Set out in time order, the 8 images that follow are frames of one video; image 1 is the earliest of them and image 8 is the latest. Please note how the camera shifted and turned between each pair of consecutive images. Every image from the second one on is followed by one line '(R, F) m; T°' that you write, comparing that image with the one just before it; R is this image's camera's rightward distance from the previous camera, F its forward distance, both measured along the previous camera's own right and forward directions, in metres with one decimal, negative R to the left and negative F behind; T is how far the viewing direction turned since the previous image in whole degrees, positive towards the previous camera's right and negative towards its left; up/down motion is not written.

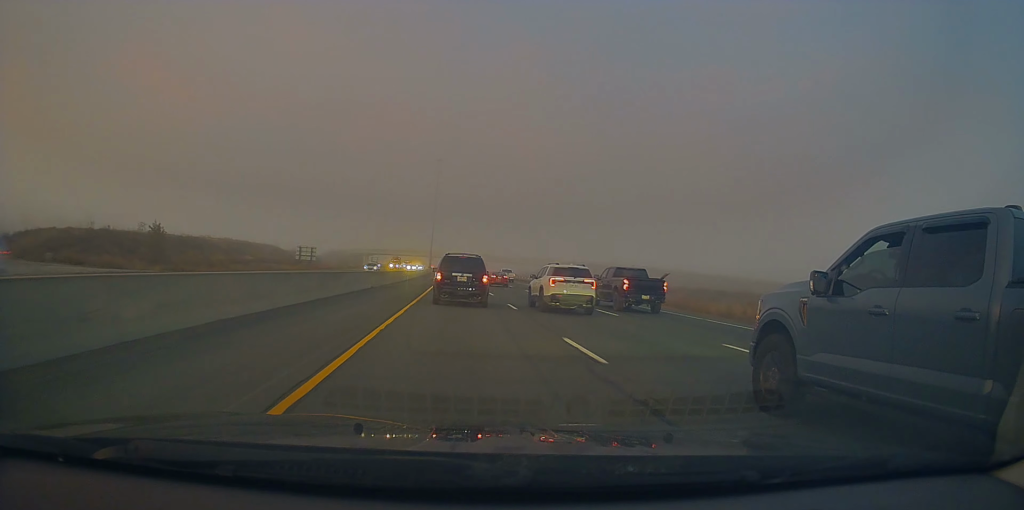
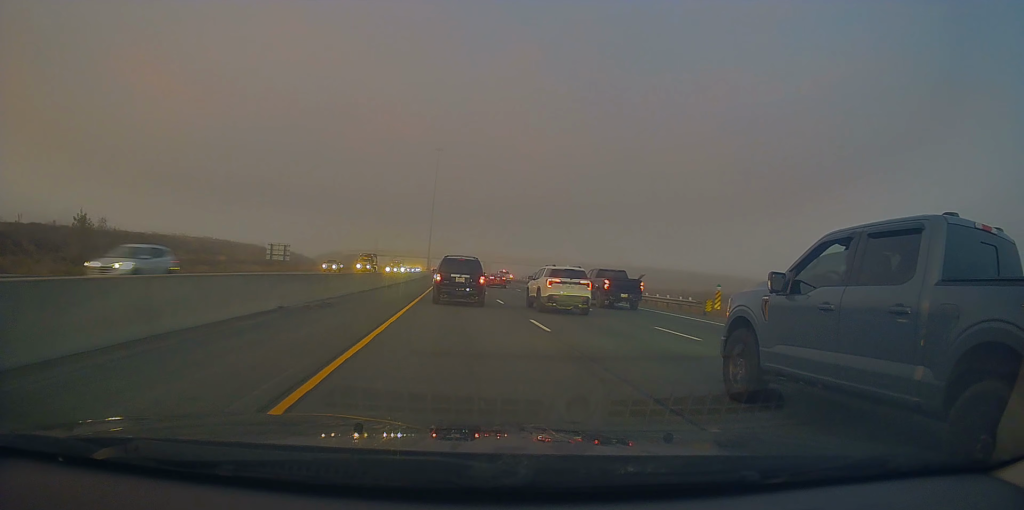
(+0.7, +19.6) m; +1°
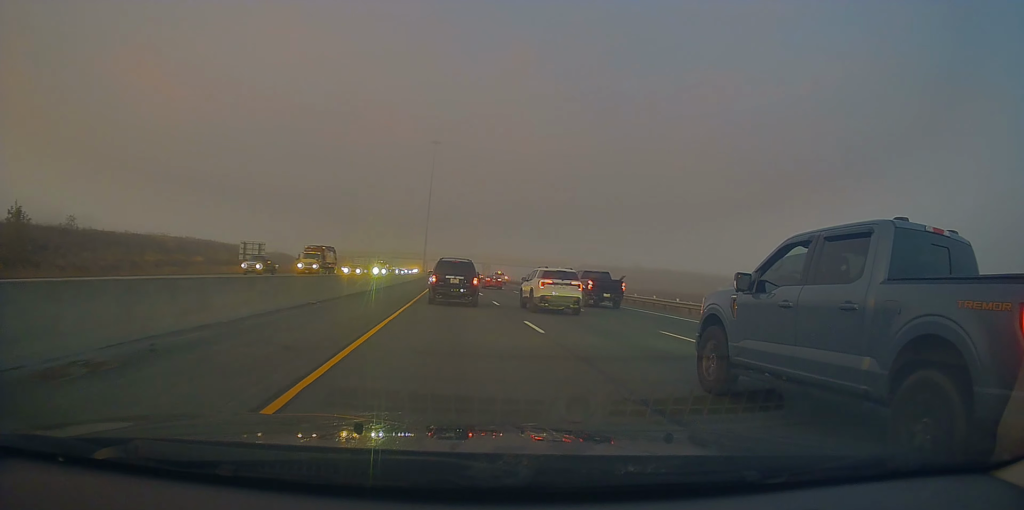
(-0.2, +12.7) m; -1°
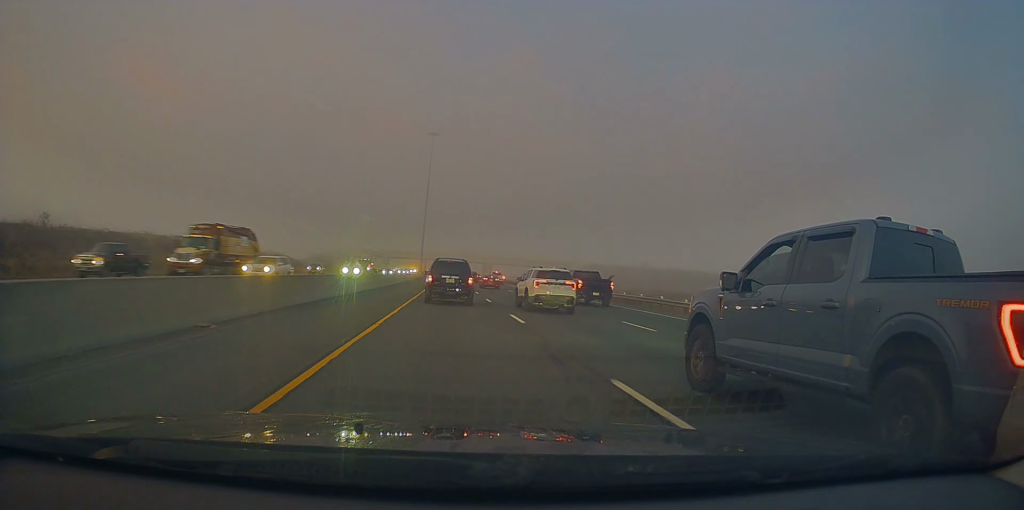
(-0.3, +10.1) m; 0°
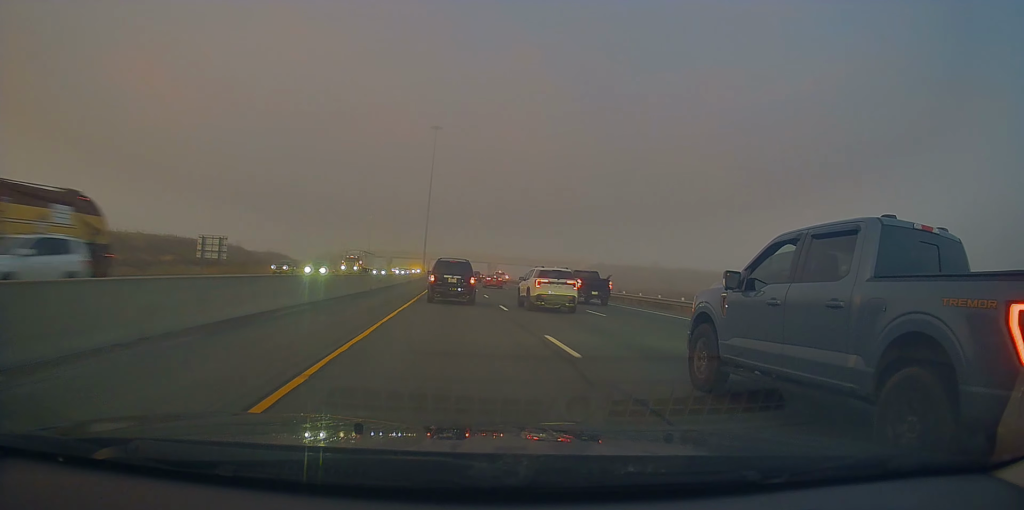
(+0.2, +7.2) m; 0°
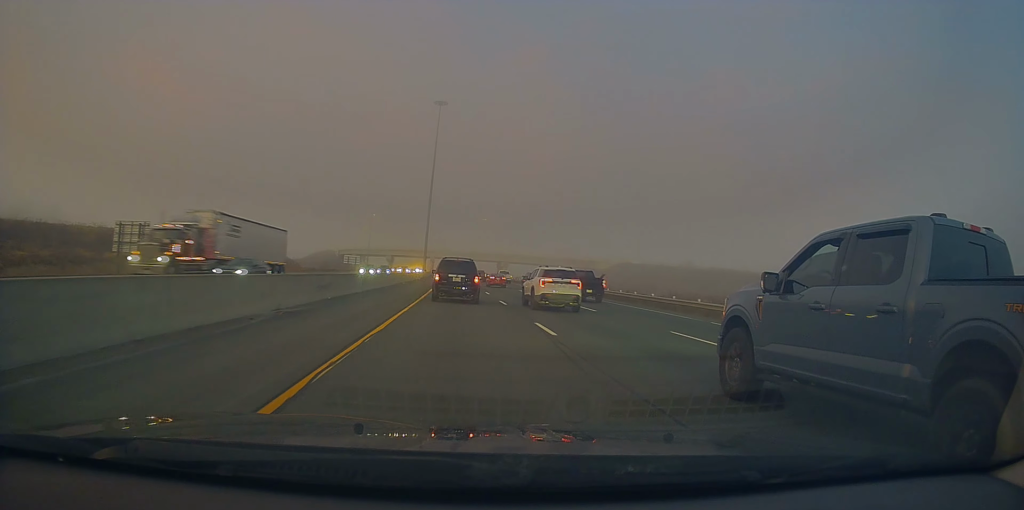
(+0.2, +21.7) m; -1°
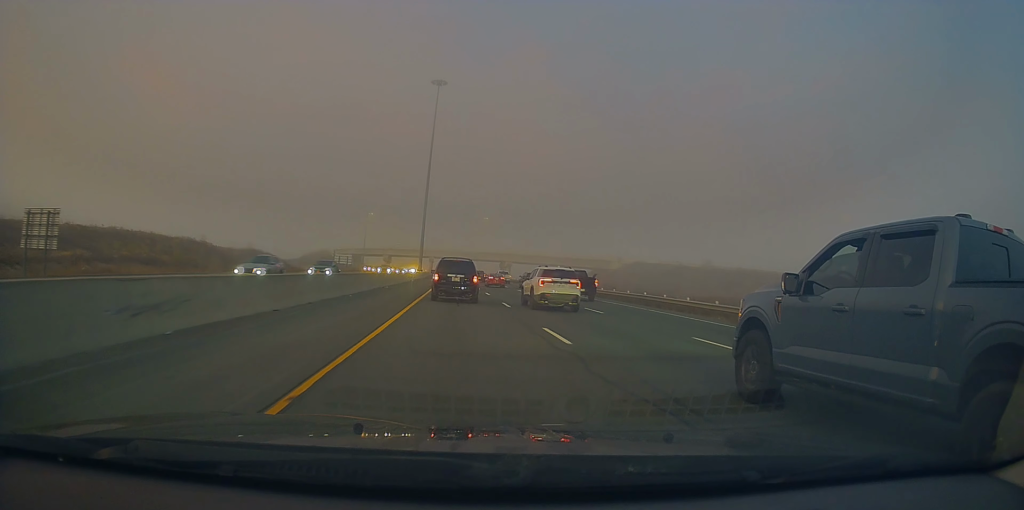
(-0.2, +13.3) m; 0°
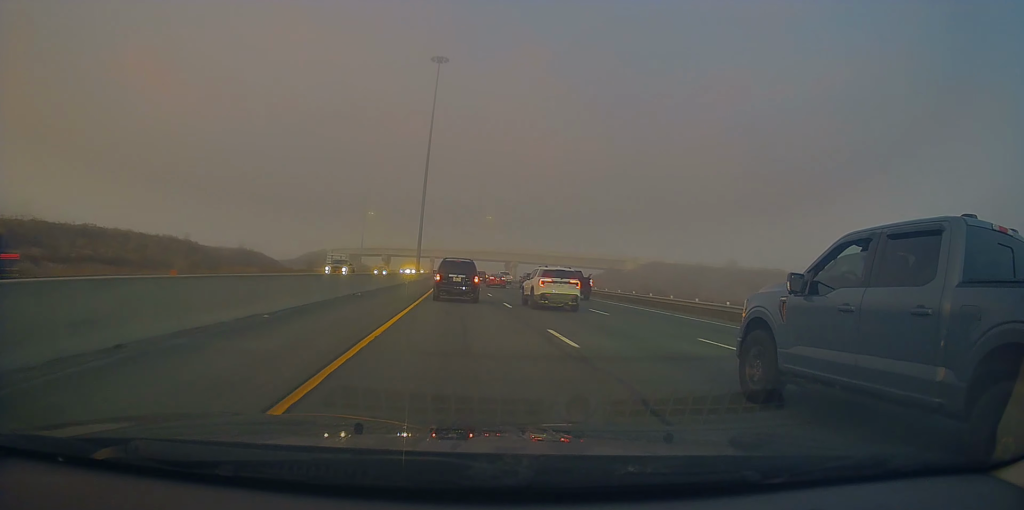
(+0.1, +11.2) m; +1°
